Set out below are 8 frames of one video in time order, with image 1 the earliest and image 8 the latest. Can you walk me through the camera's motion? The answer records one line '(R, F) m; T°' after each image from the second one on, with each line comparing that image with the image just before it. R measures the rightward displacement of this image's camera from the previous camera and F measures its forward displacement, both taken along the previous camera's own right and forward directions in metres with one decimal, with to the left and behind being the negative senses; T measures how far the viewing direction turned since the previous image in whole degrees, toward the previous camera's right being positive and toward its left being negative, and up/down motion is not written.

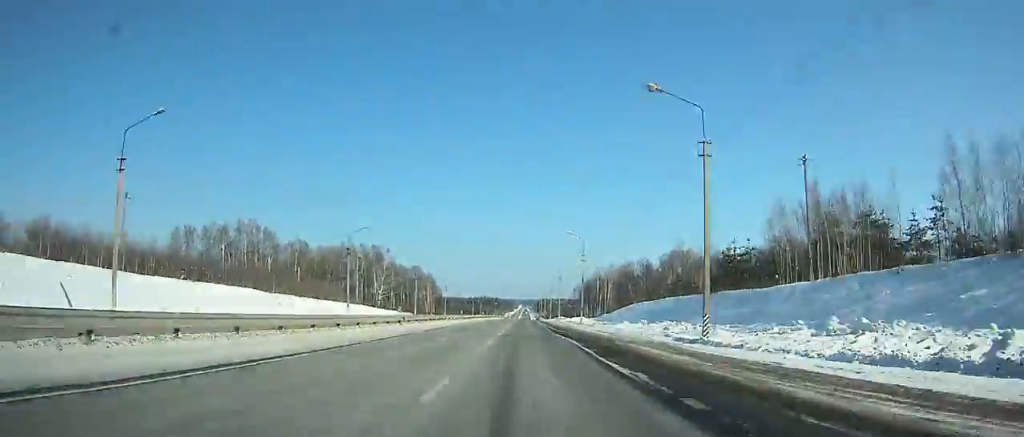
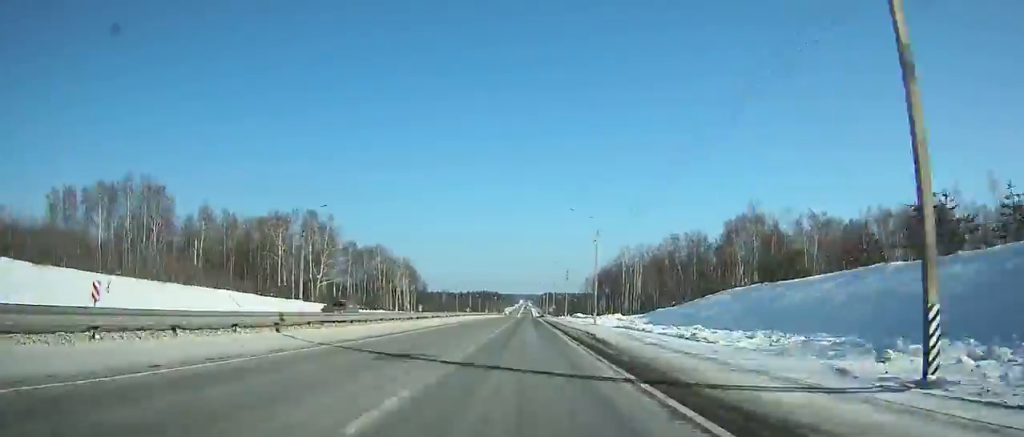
(+0.1, +62.9) m; 0°
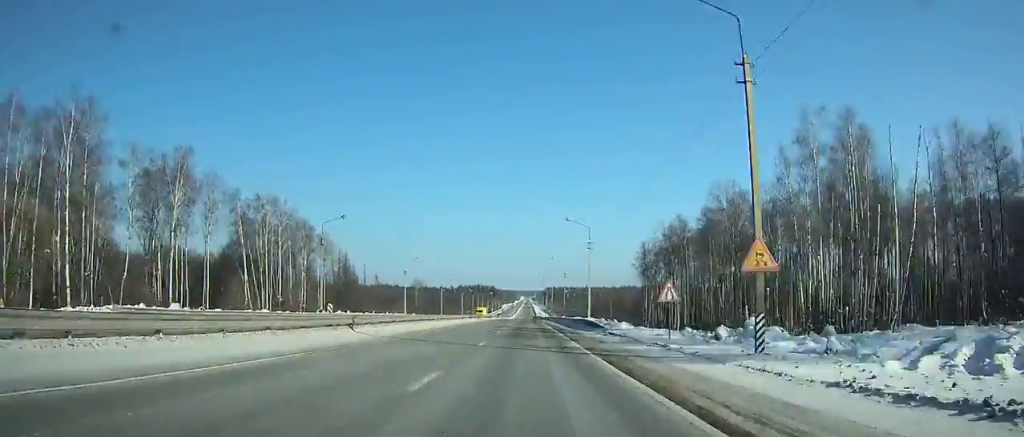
(-0.1, +130.0) m; 0°
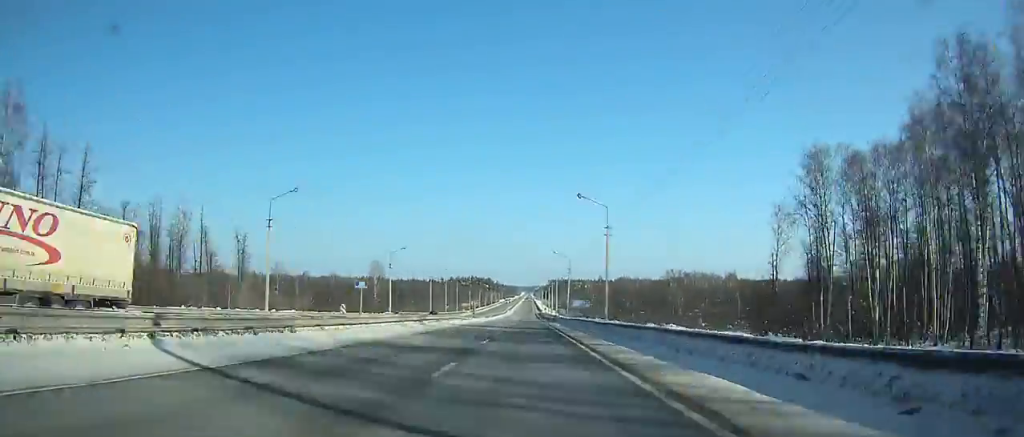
(+0.1, +107.8) m; 0°
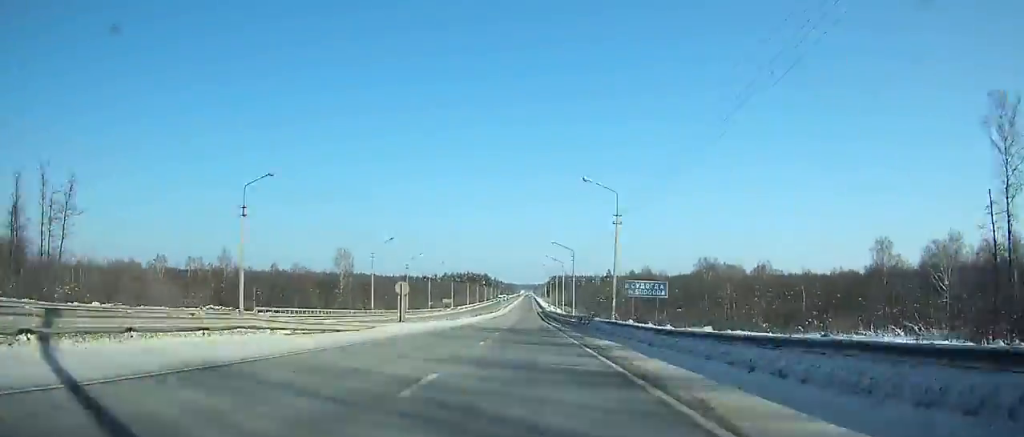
(+0.1, +50.9) m; 0°
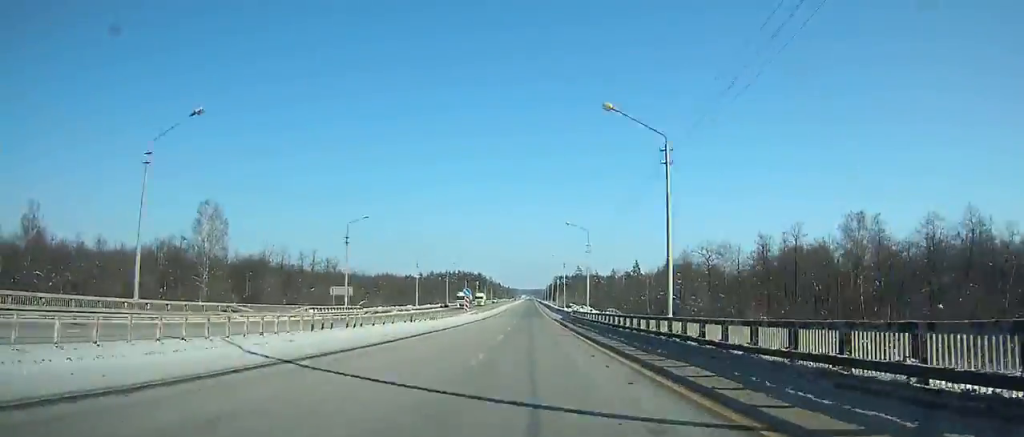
(-0.3, +102.0) m; 0°
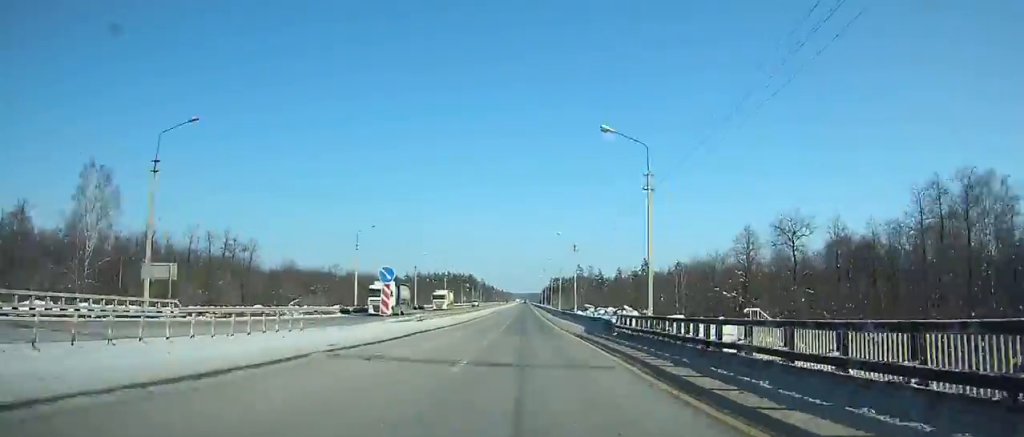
(+0.1, +39.2) m; 0°
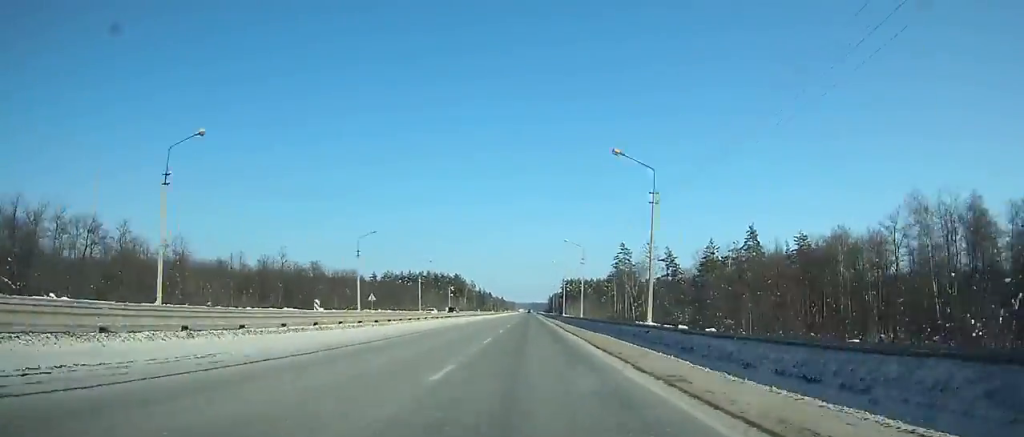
(0.0, +134.2) m; 0°
